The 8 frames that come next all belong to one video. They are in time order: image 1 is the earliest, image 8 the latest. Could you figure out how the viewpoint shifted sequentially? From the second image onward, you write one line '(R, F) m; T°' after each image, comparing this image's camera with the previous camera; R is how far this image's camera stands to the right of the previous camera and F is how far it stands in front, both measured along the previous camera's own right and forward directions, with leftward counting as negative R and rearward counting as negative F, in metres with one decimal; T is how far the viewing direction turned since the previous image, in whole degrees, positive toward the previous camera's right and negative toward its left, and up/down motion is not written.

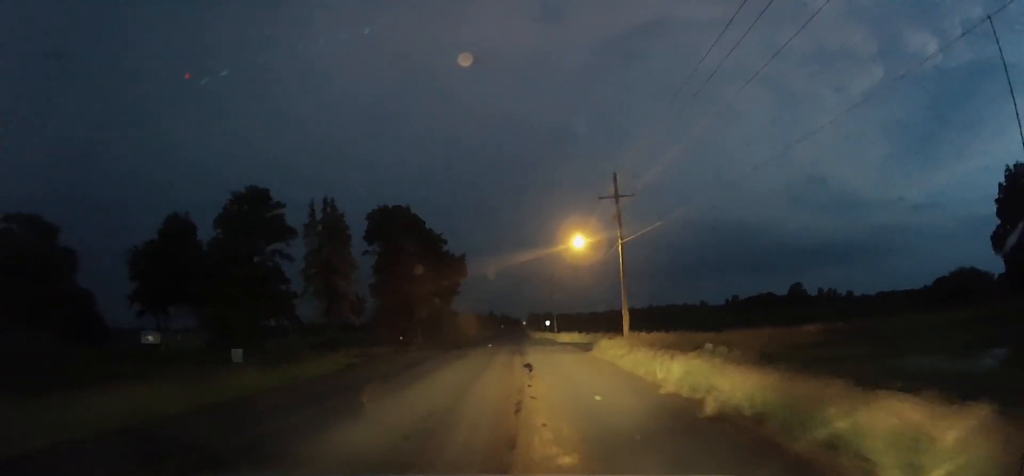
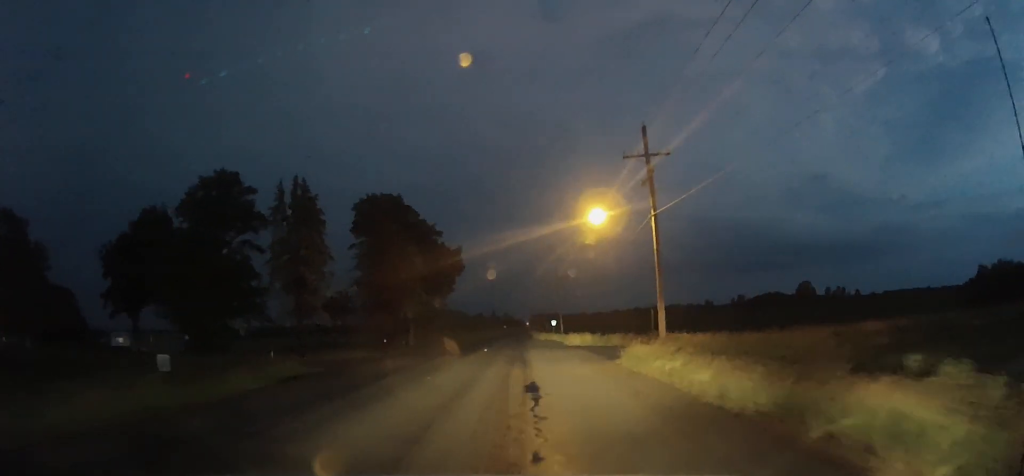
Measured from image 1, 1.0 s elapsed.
(+0.3, +9.9) m; -1°
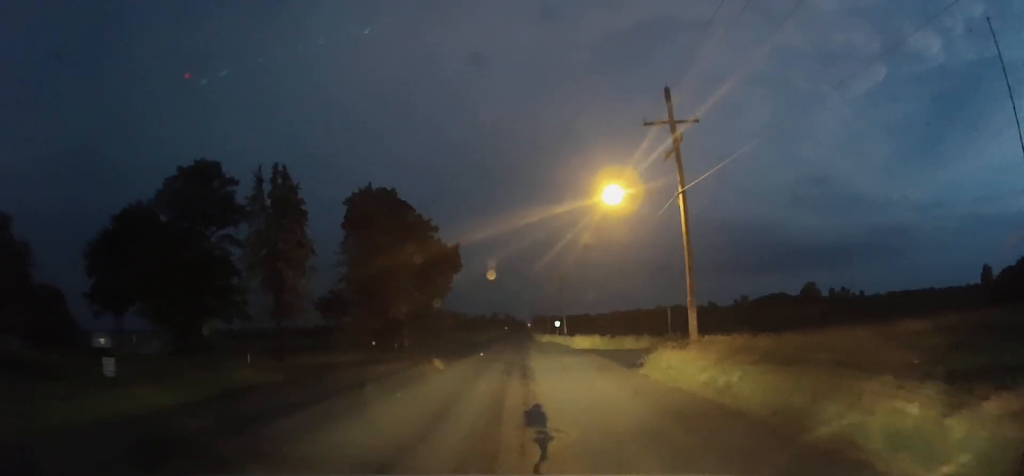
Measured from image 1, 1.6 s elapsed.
(-0.1, +5.4) m; -2°
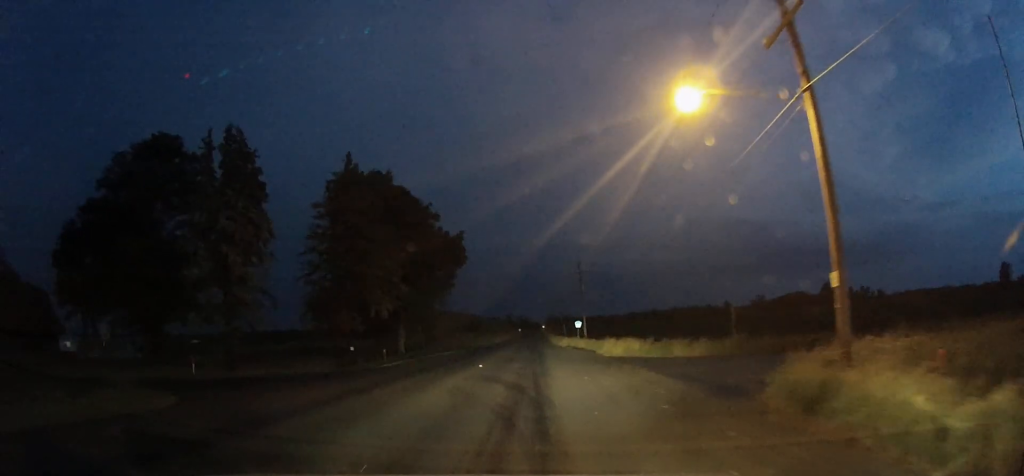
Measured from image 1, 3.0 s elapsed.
(-0.4, +11.4) m; 0°
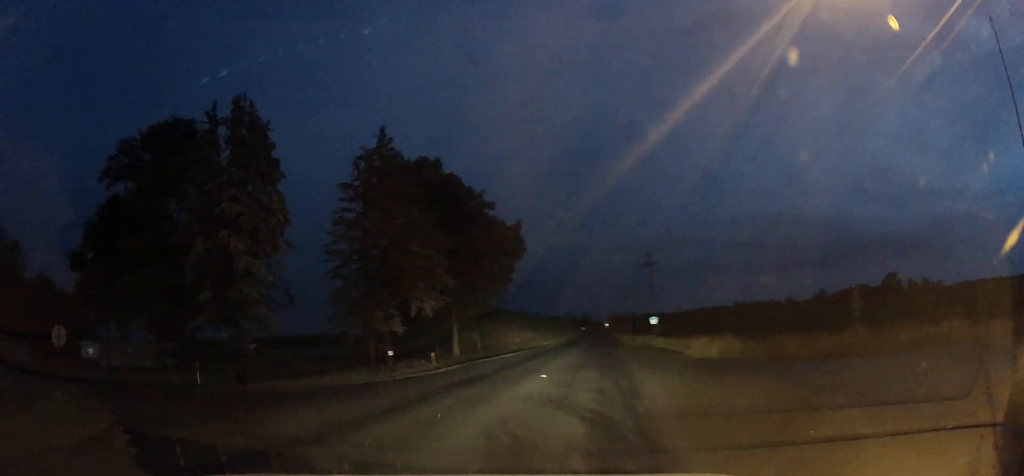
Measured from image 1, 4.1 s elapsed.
(+0.1, +7.0) m; -4°
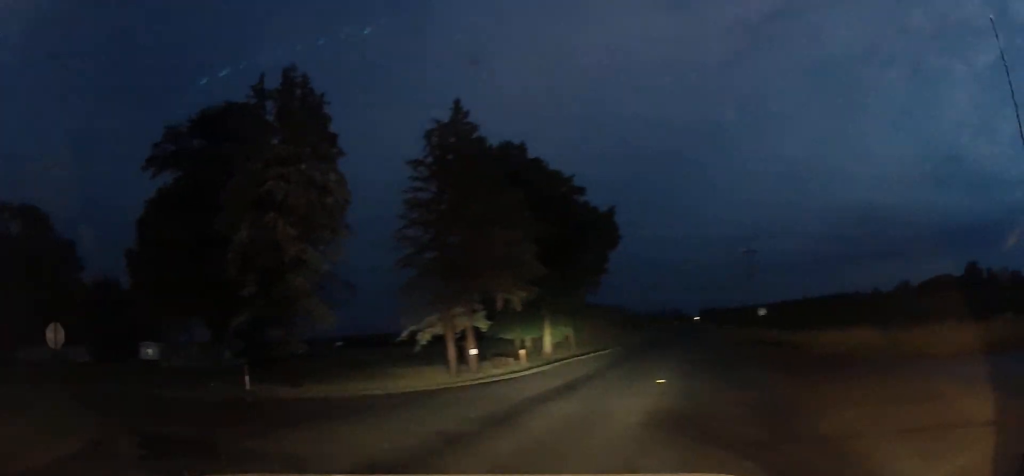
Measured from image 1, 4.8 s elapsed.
(-0.3, +4.3) m; -8°
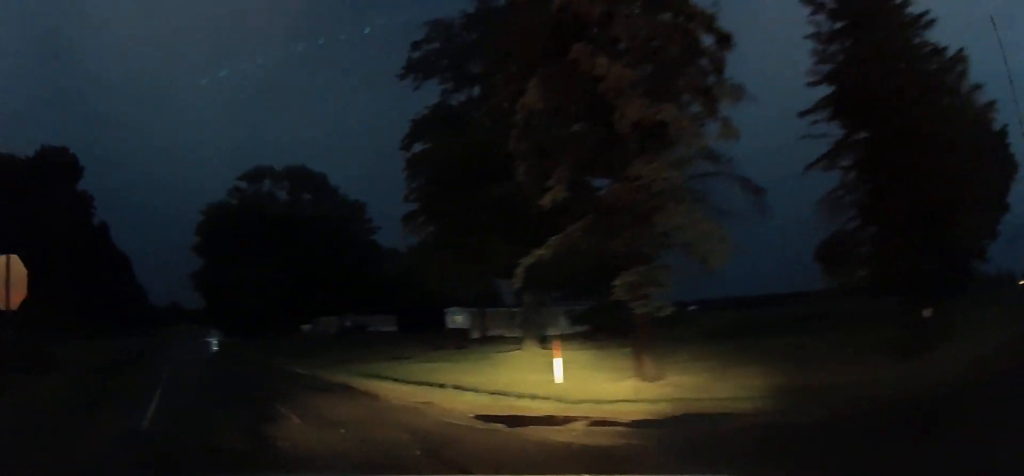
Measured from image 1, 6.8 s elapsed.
(-2.6, +12.0) m; -30°
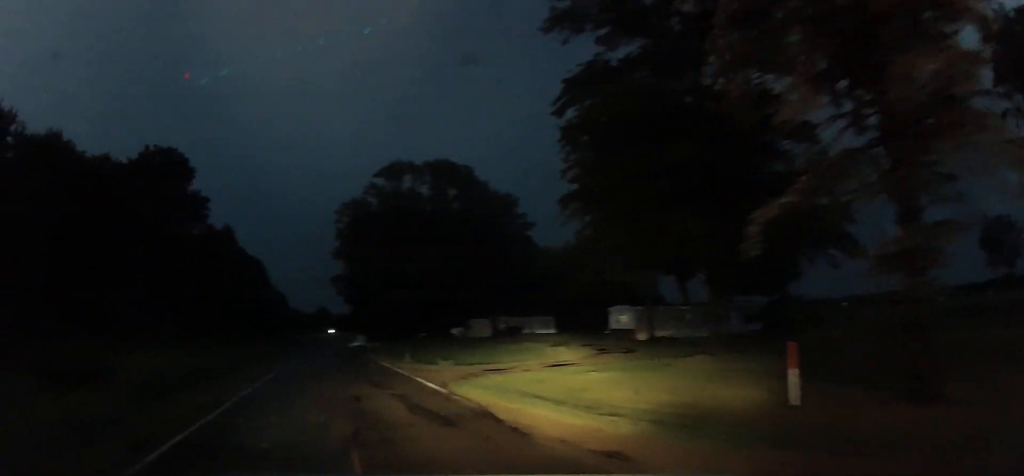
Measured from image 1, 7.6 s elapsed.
(-0.5, +4.6) m; -19°
